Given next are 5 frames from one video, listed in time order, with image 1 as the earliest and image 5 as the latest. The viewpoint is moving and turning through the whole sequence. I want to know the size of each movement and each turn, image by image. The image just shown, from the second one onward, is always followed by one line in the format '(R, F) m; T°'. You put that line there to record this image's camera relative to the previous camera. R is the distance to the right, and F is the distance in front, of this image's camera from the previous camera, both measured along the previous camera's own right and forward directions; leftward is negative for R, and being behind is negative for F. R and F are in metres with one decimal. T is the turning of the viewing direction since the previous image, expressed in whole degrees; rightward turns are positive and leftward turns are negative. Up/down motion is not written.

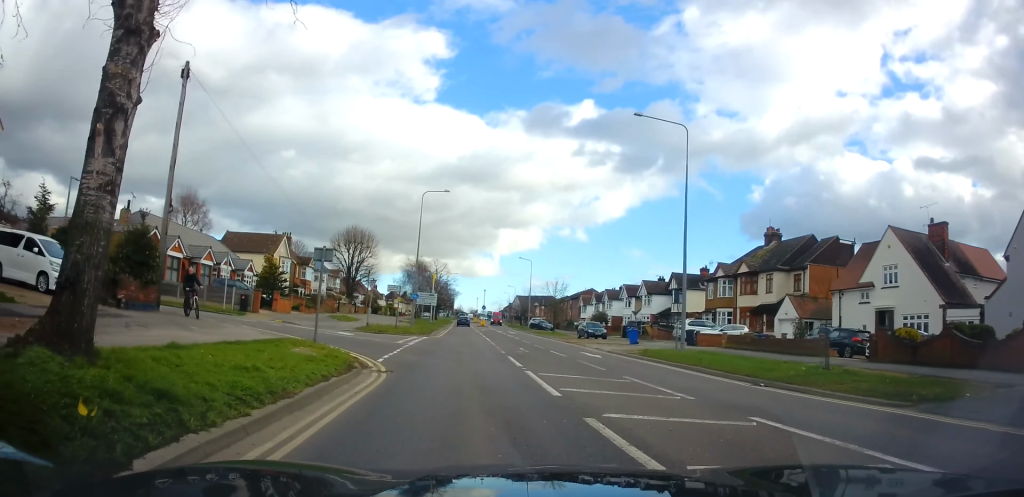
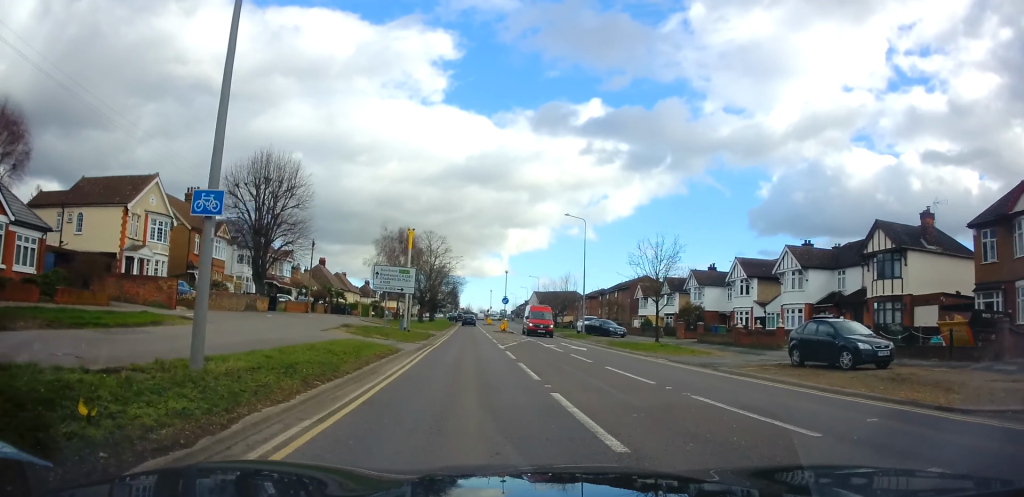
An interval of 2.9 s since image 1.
(-1.1, +33.3) m; -1°
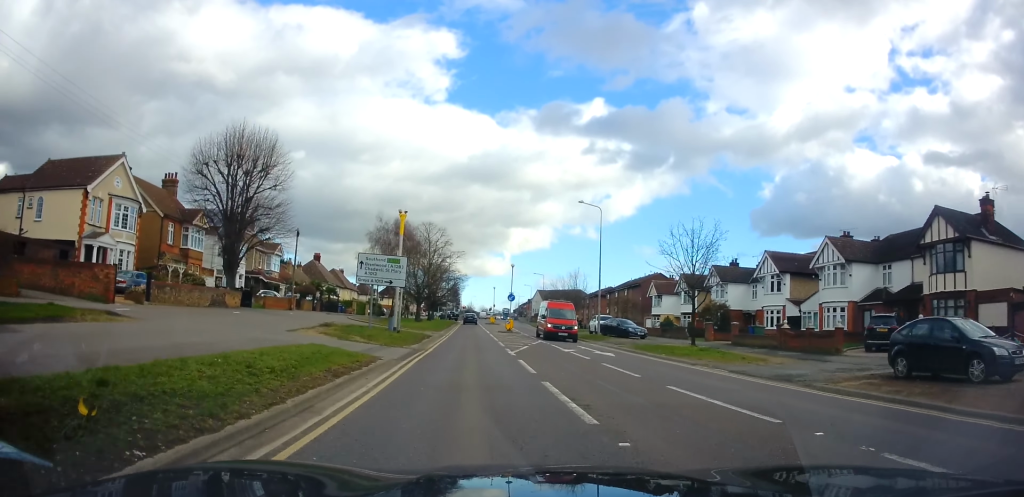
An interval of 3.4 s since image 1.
(+0.1, +5.2) m; +1°
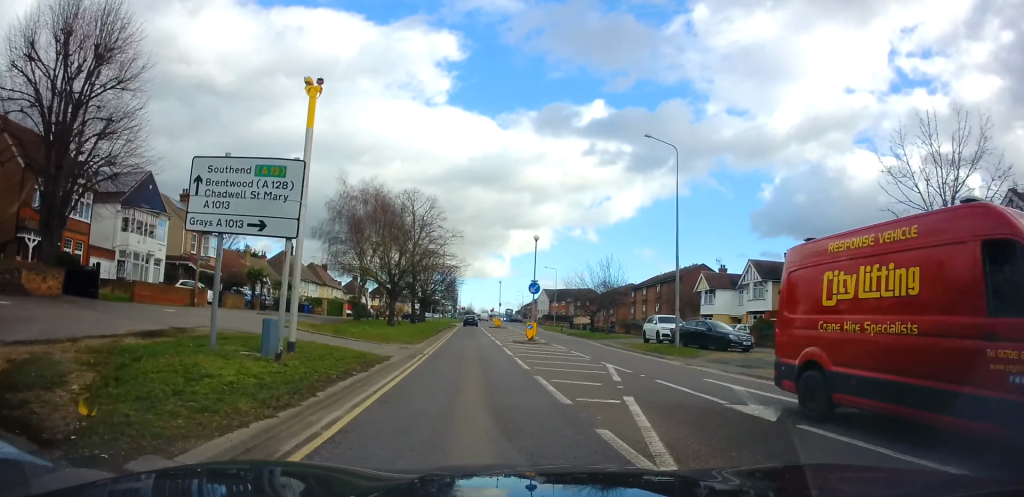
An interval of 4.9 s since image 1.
(0.0, +16.2) m; -2°
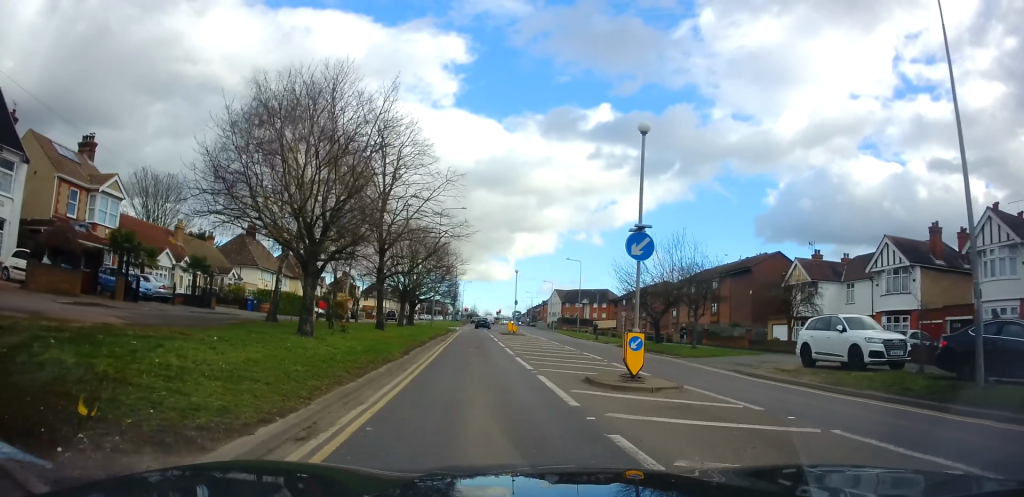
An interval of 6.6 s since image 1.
(-0.6, +17.6) m; -1°
